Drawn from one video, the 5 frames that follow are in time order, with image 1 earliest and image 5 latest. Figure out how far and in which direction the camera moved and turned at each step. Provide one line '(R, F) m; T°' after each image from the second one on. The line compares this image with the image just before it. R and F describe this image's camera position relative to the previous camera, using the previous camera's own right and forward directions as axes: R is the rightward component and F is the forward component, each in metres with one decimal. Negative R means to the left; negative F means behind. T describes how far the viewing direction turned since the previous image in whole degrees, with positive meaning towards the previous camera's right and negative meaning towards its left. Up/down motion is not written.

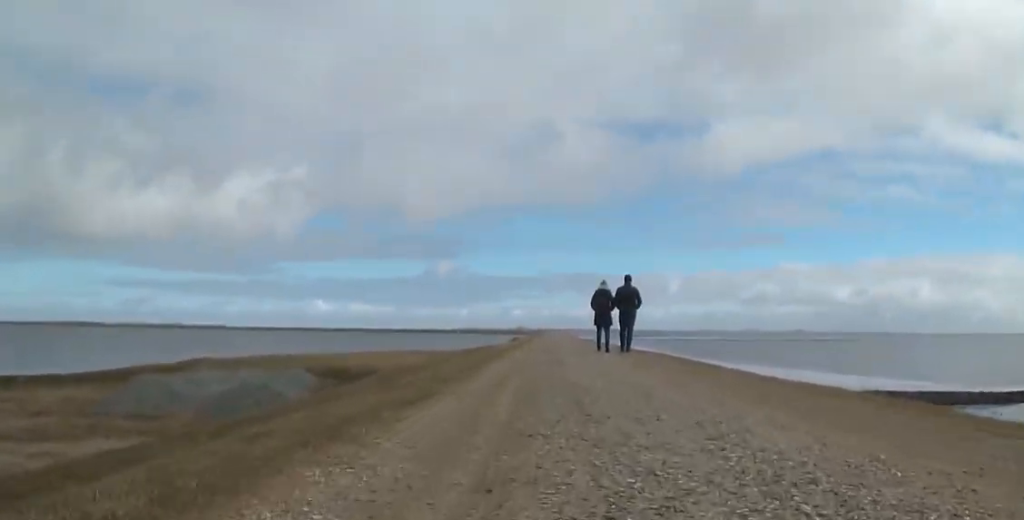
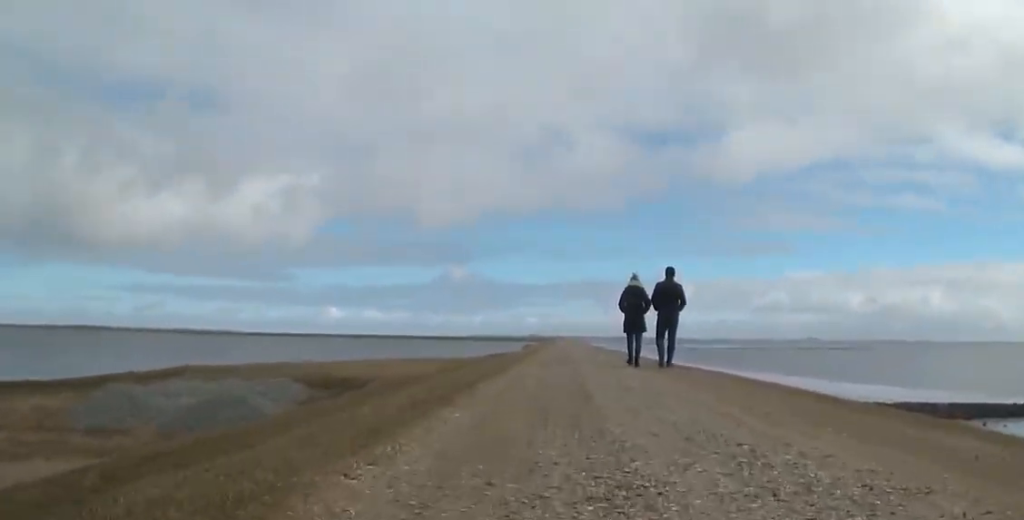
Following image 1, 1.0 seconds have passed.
(+0.5, +4.9) m; +2°
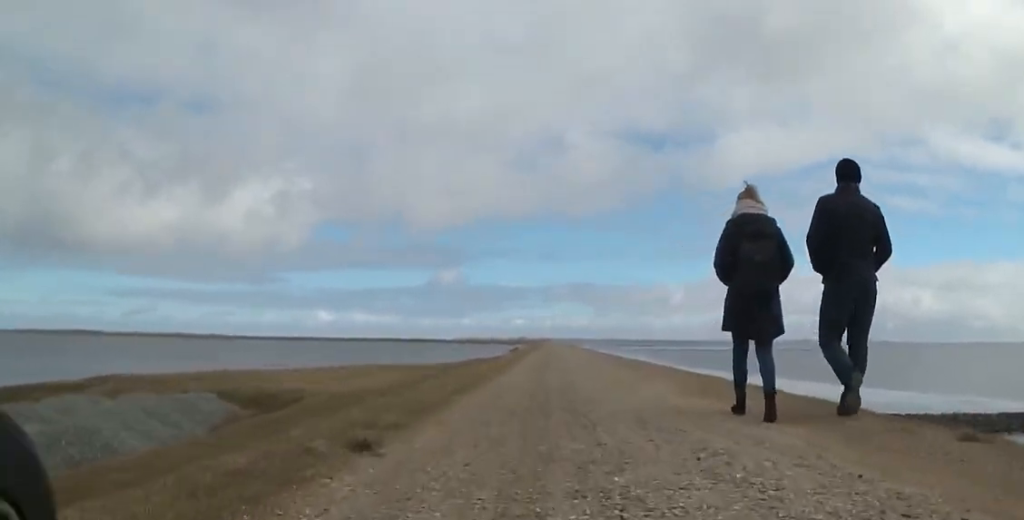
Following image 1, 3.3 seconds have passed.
(-2.1, +11.4) m; -9°
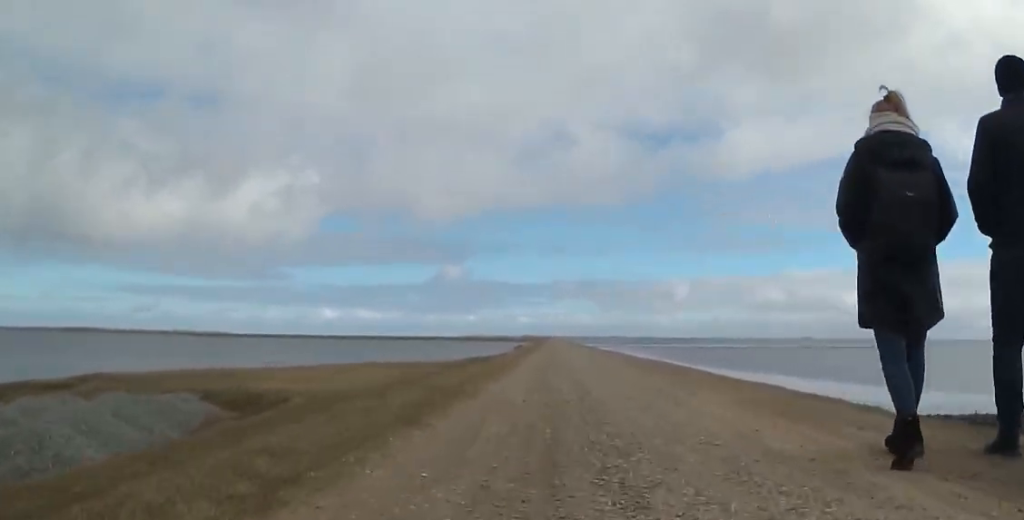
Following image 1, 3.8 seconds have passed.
(+0.7, +2.9) m; 0°
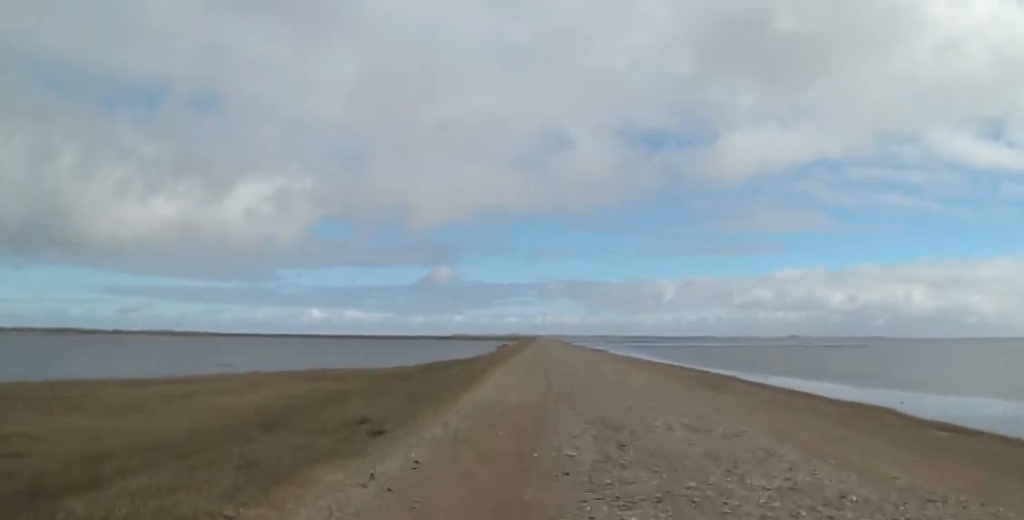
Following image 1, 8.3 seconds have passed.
(+1.9, +22.3) m; +1°
